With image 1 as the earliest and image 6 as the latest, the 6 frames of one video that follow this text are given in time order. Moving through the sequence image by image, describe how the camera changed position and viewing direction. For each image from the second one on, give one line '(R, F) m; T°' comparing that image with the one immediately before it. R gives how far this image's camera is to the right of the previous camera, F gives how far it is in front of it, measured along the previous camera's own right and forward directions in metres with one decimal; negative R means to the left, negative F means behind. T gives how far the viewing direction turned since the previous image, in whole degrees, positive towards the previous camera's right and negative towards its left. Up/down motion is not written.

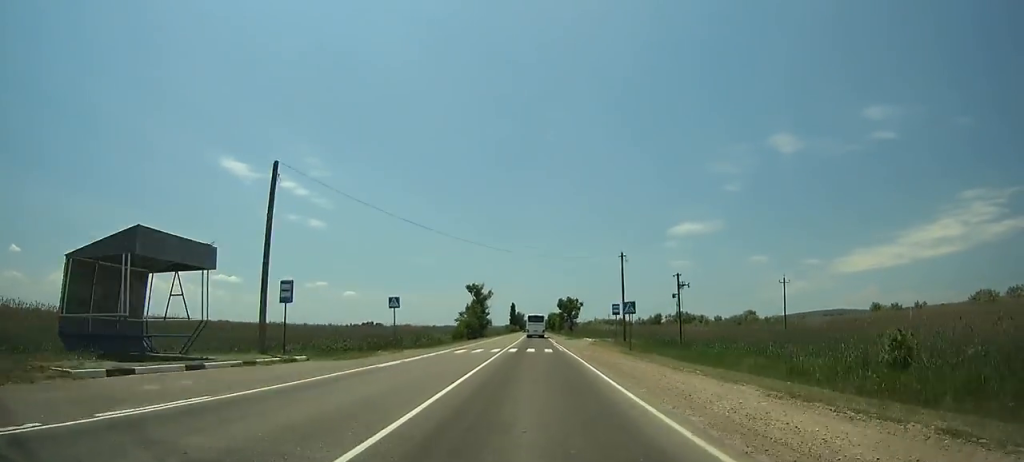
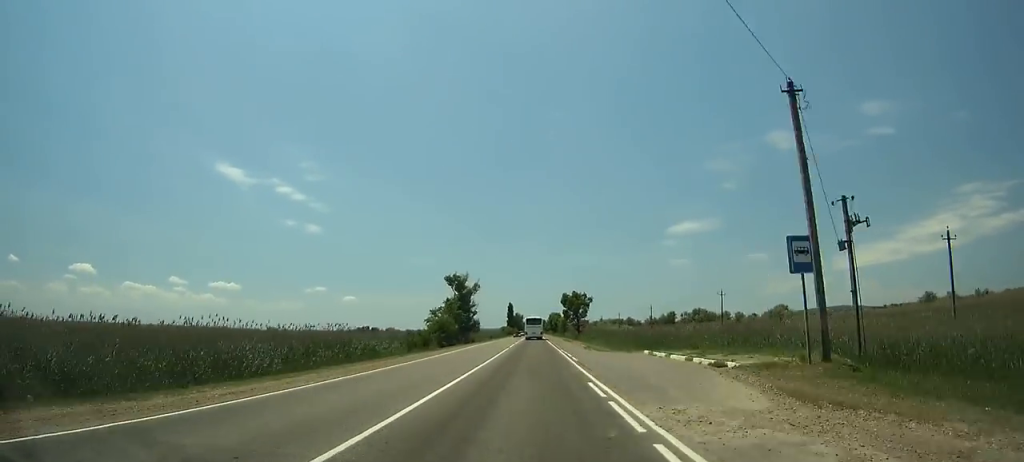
(0.0, +35.5) m; 0°
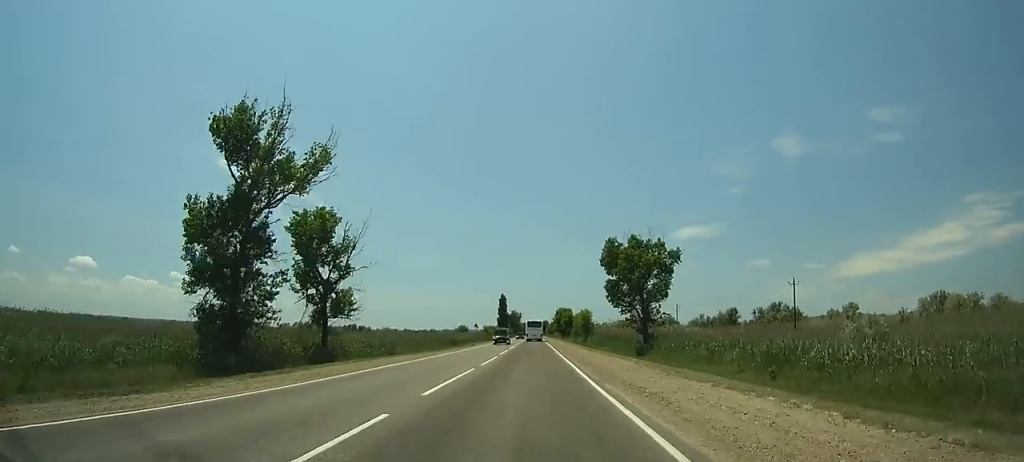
(-0.3, +95.3) m; 0°
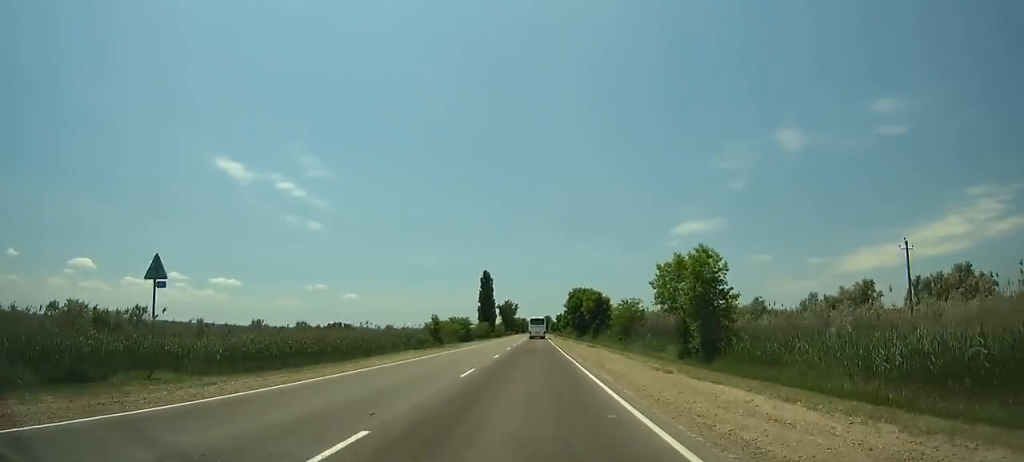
(+0.1, +90.4) m; 0°
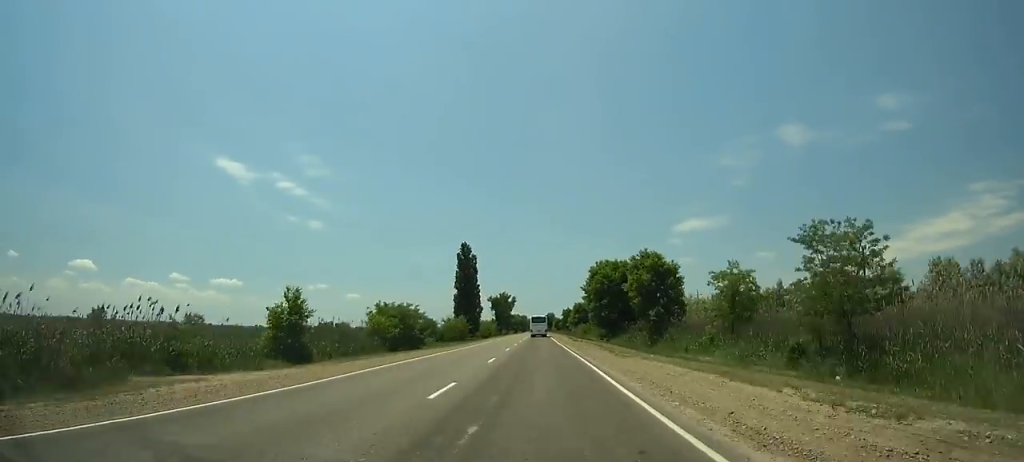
(+0.2, +53.6) m; 0°
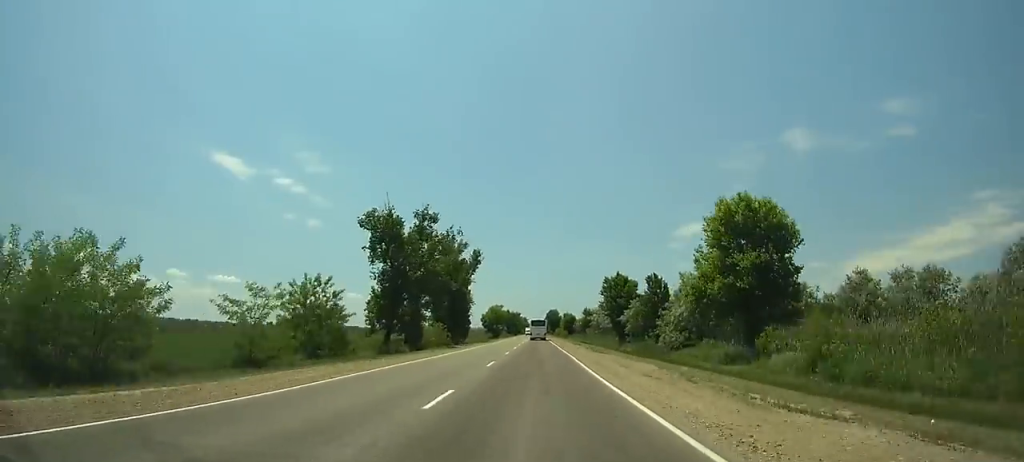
(-0.1, +145.1) m; 0°
